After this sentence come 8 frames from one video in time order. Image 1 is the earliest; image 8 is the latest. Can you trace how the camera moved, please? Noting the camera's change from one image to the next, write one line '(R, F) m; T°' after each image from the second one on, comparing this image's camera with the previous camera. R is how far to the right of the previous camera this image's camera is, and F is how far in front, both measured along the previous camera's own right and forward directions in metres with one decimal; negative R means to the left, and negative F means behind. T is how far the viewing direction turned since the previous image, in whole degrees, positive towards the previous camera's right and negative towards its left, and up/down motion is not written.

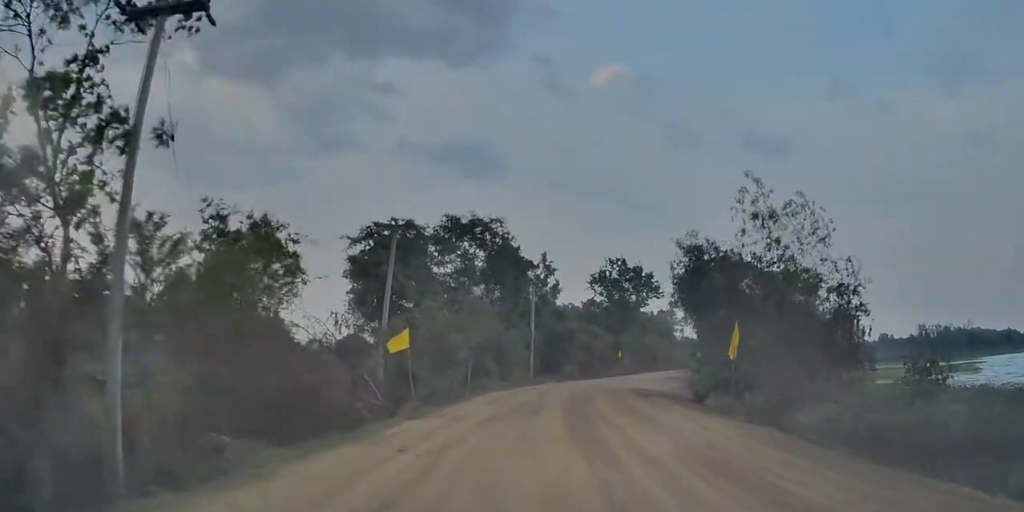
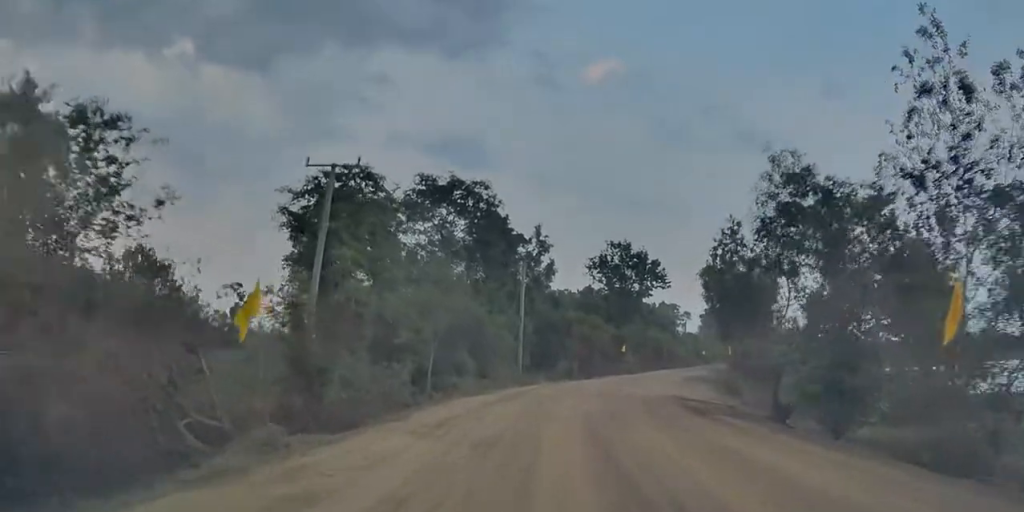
(+0.4, +10.2) m; 0°
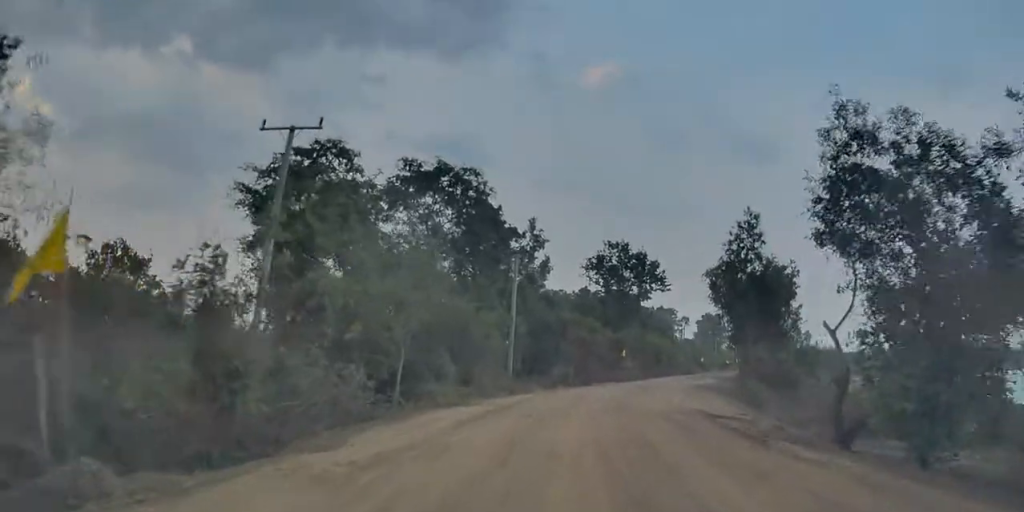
(-0.2, +4.2) m; 0°
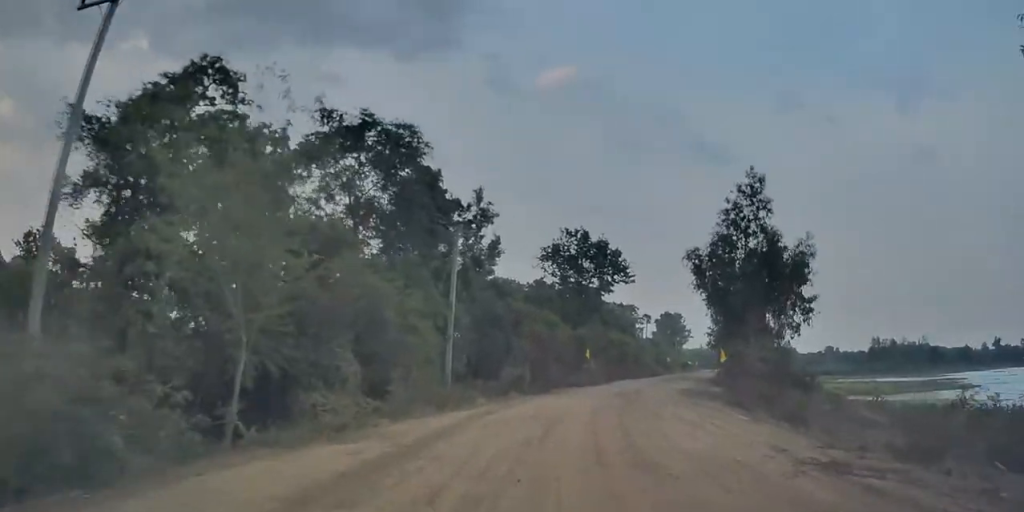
(-0.2, +8.4) m; +4°
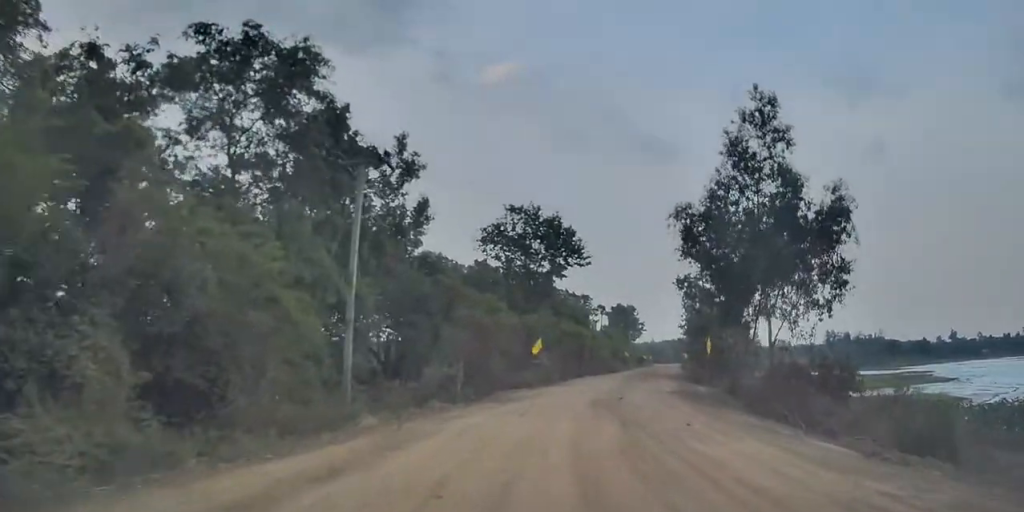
(+0.8, +9.1) m; +6°
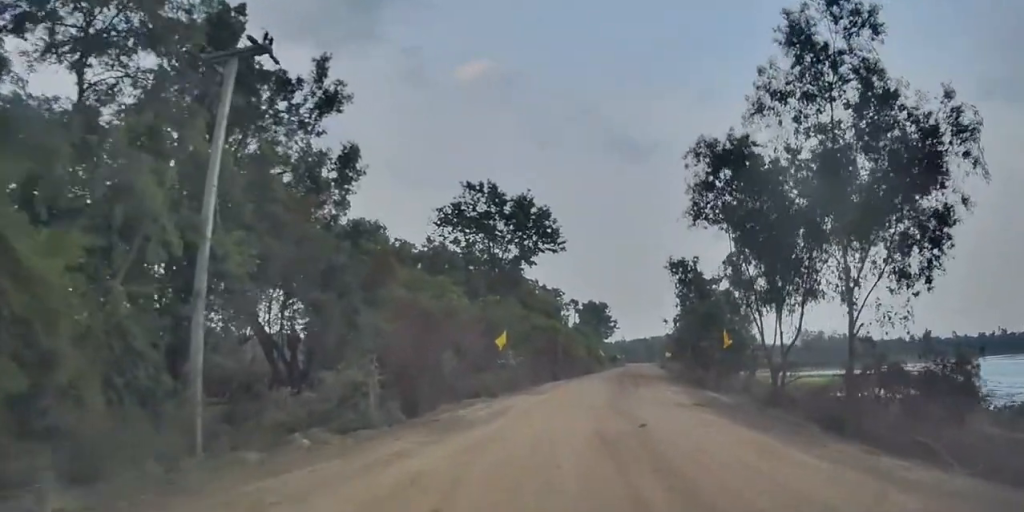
(+0.3, +8.4) m; -1°
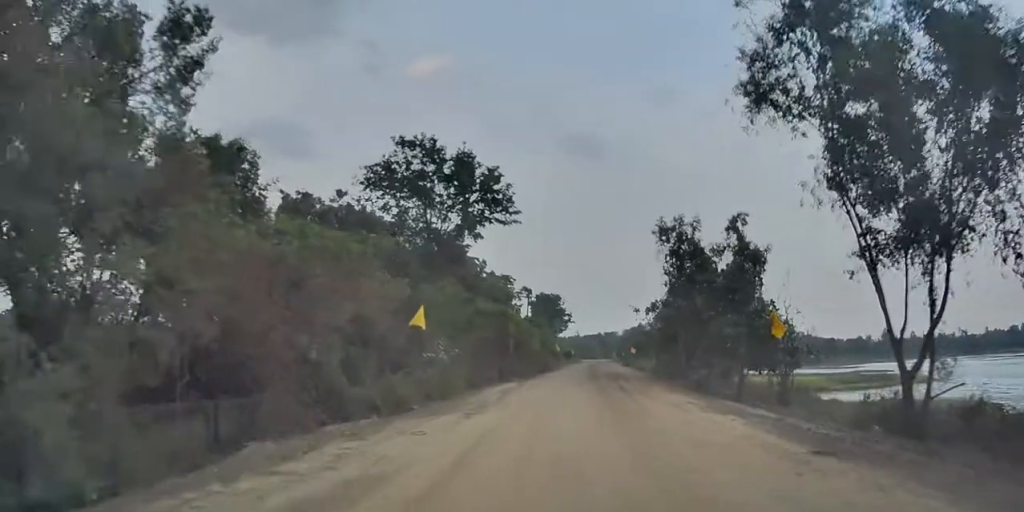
(-0.4, +9.7) m; +2°
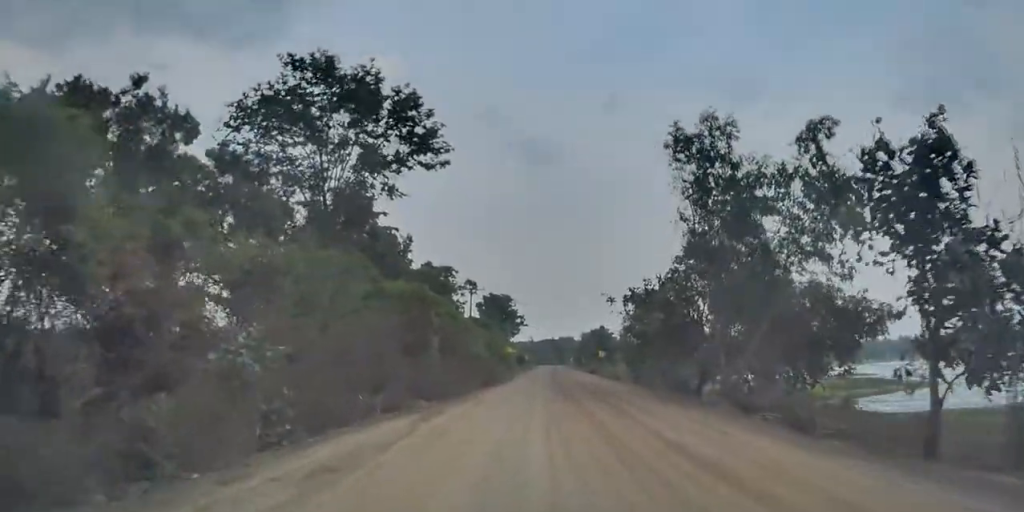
(+1.2, +13.6) m; +7°
